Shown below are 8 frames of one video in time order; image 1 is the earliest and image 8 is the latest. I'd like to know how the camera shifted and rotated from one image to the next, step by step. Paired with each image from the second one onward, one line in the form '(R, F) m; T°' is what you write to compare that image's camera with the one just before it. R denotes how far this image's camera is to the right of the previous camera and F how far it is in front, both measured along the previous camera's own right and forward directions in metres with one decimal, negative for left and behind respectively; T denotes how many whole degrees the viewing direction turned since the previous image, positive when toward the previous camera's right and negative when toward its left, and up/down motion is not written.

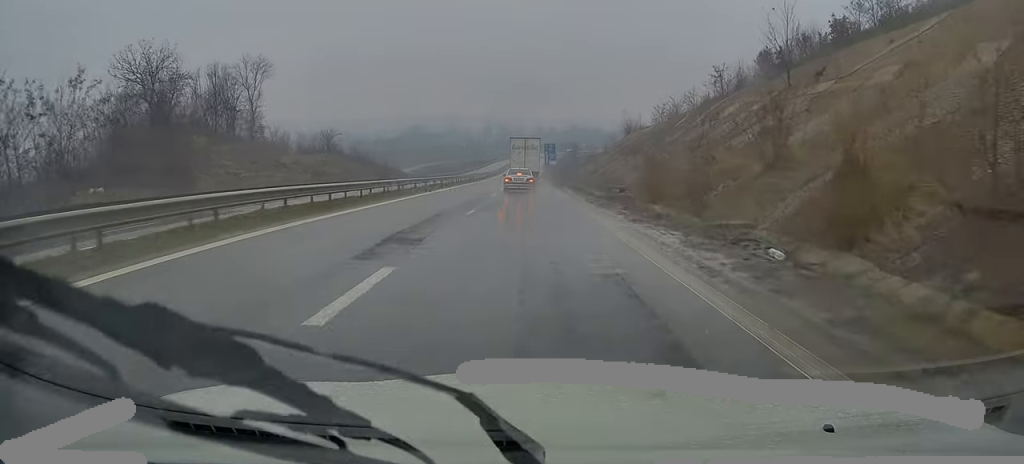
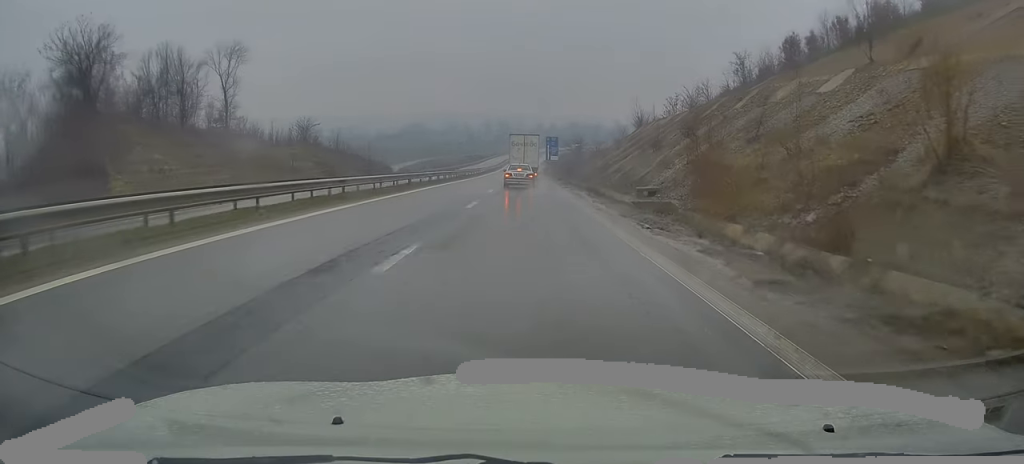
(0.0, +9.7) m; 0°
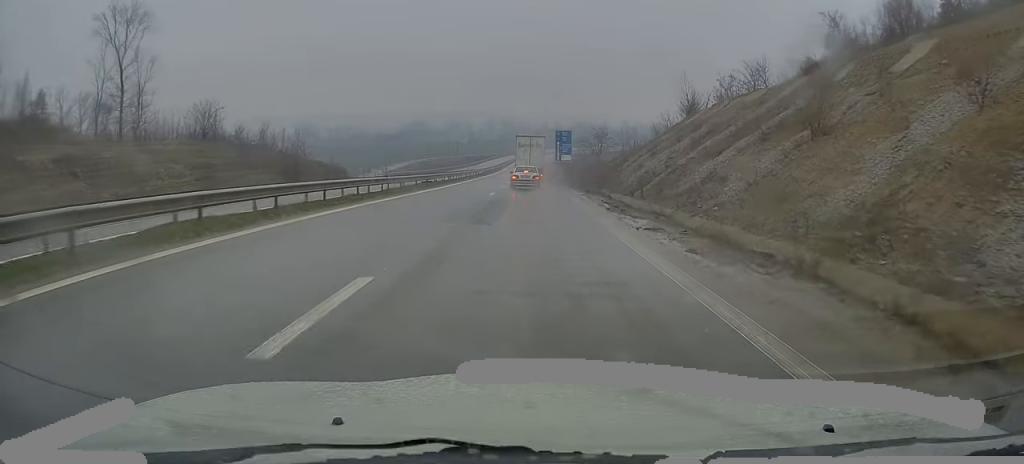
(-0.2, +27.2) m; -1°
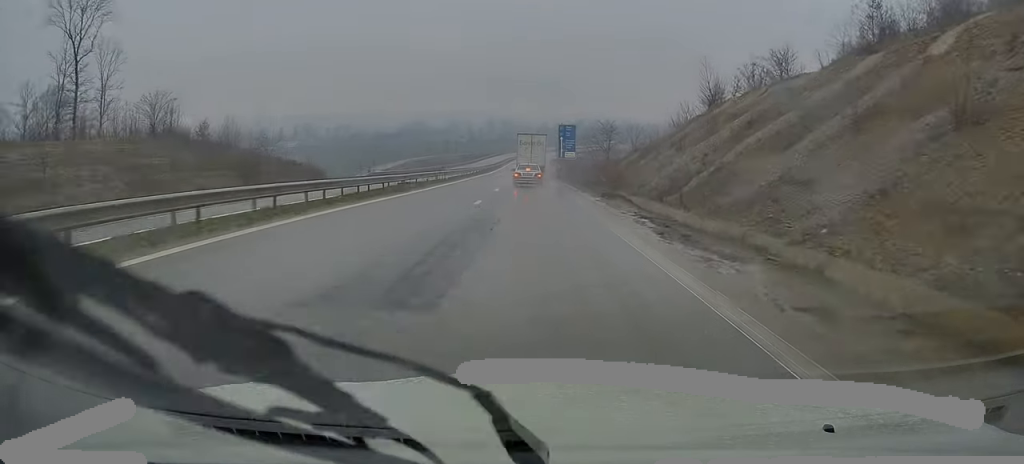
(0.0, +8.1) m; 0°
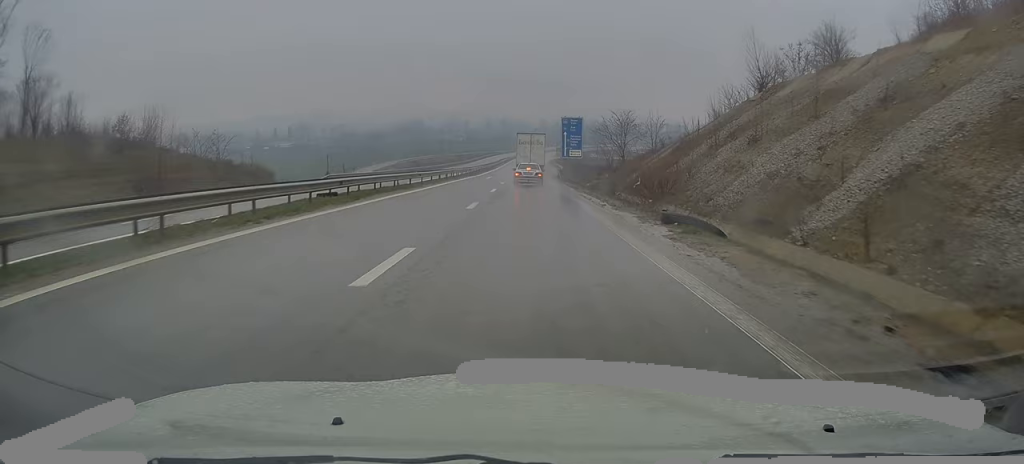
(+0.1, +13.3) m; +1°
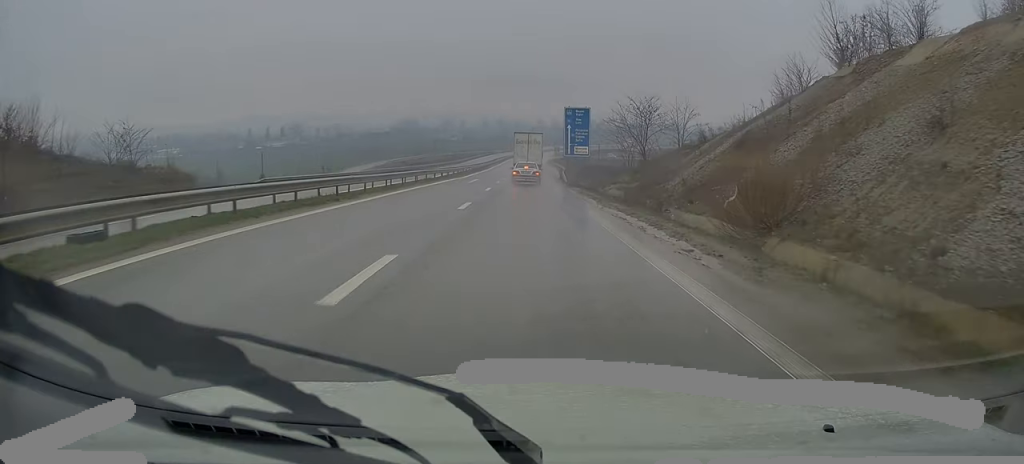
(+0.1, +12.8) m; 0°
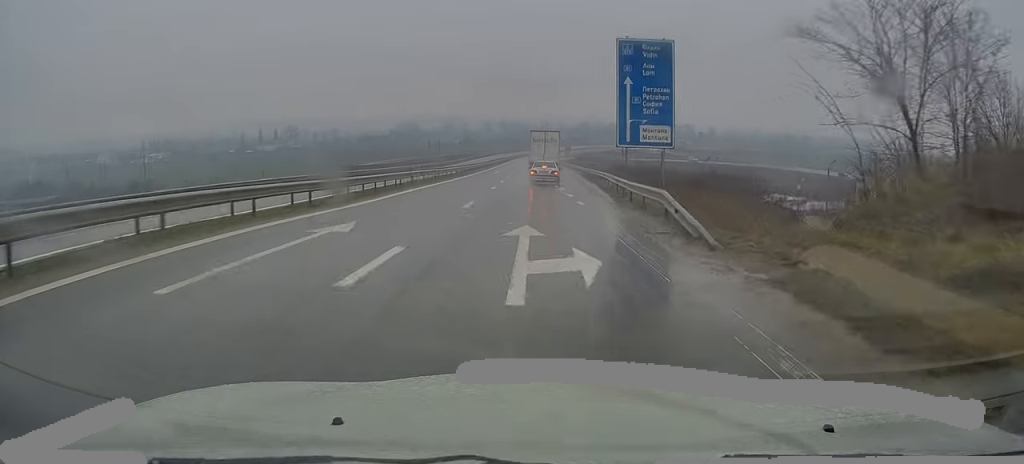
(-0.3, +34.8) m; -1°
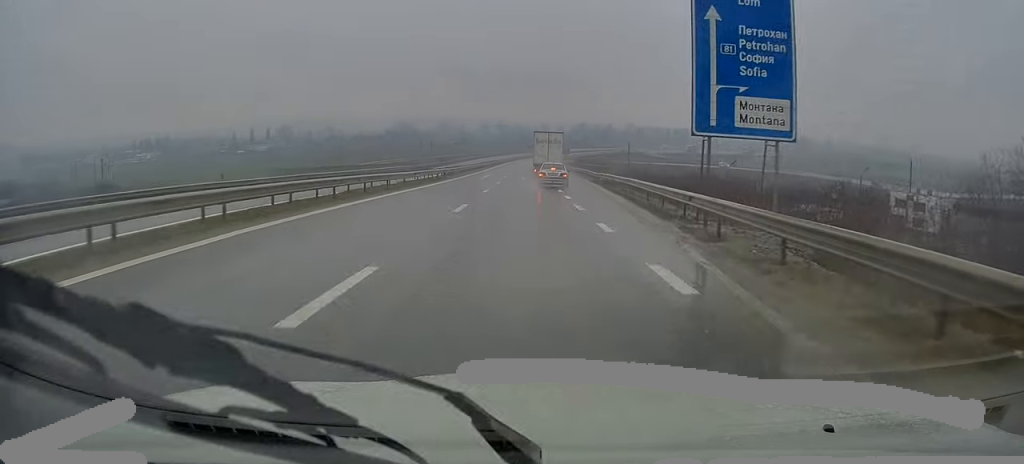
(0.0, +13.3) m; +1°
